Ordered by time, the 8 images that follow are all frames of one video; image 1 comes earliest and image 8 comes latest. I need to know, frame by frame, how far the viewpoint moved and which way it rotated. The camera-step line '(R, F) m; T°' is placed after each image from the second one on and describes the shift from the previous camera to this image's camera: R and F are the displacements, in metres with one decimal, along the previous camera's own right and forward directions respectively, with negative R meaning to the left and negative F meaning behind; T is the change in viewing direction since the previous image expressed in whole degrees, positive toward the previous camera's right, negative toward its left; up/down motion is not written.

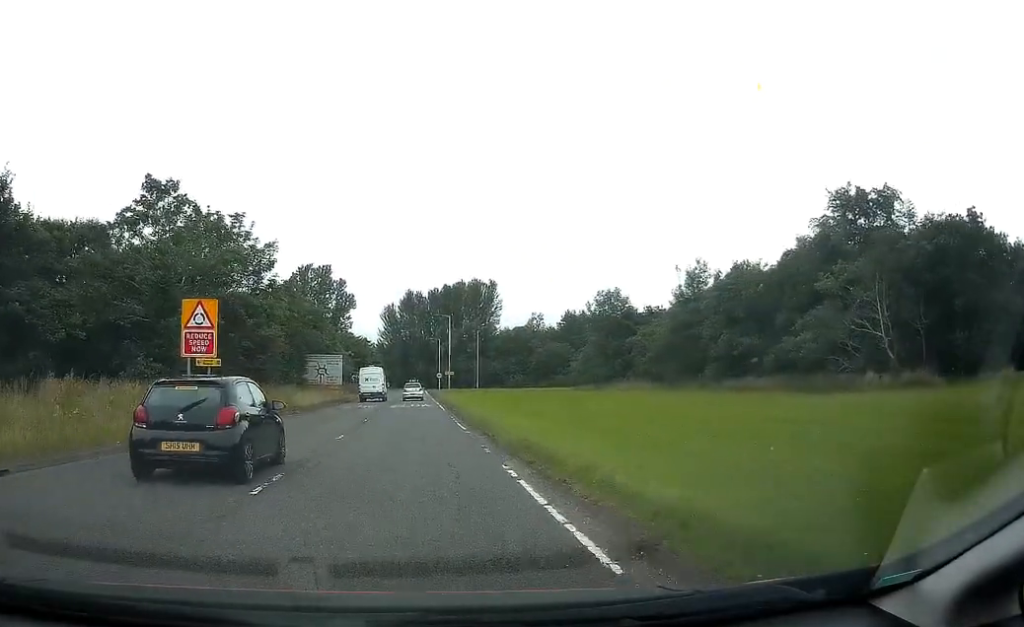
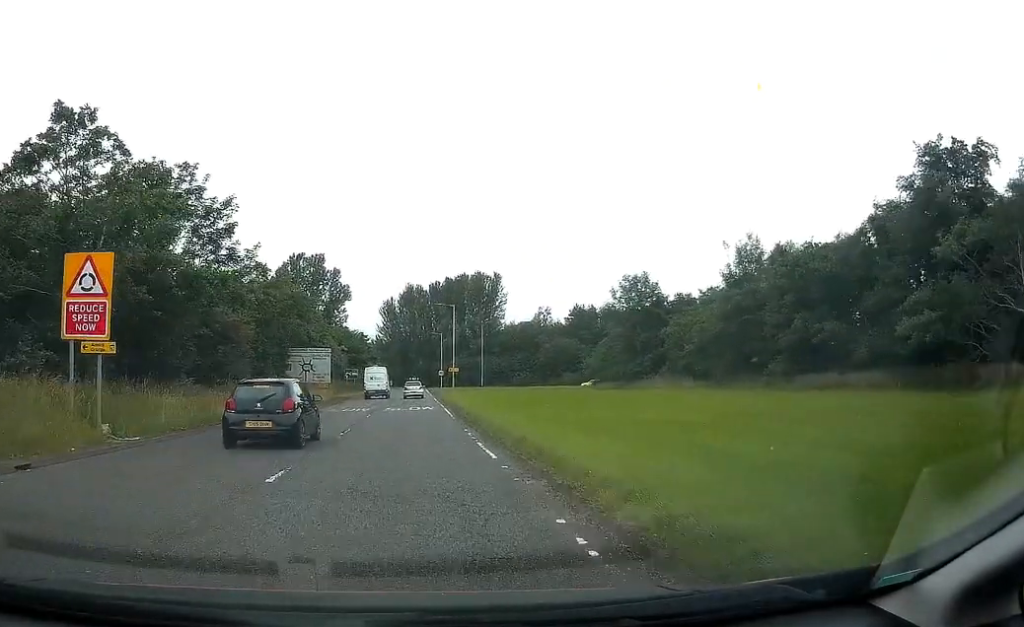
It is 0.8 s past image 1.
(0.0, +8.3) m; -1°
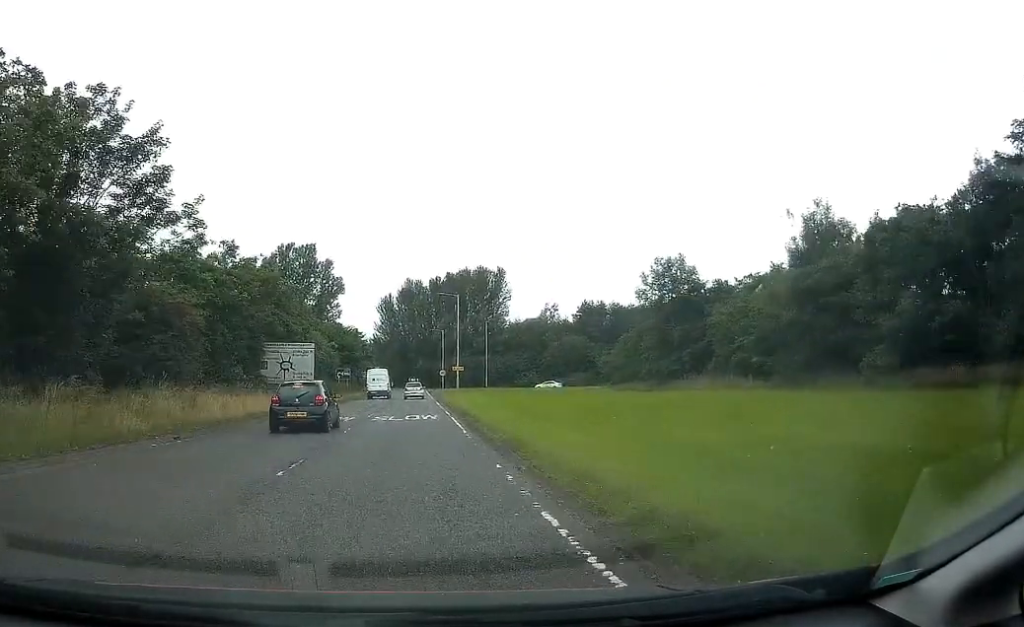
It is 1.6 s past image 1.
(-0.2, +8.1) m; +1°
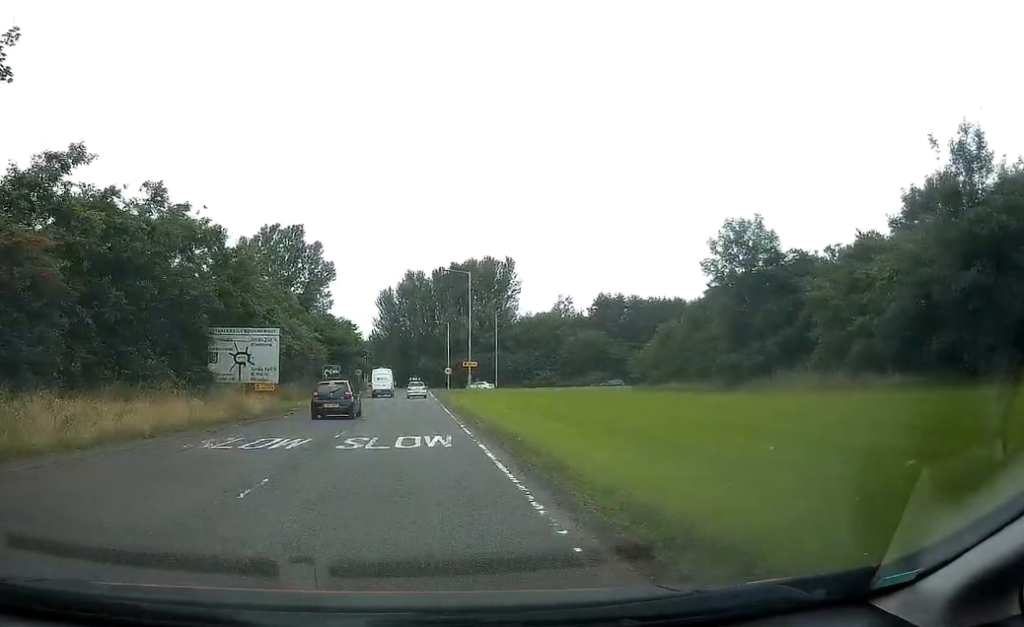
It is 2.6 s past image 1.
(+0.3, +11.4) m; +2°
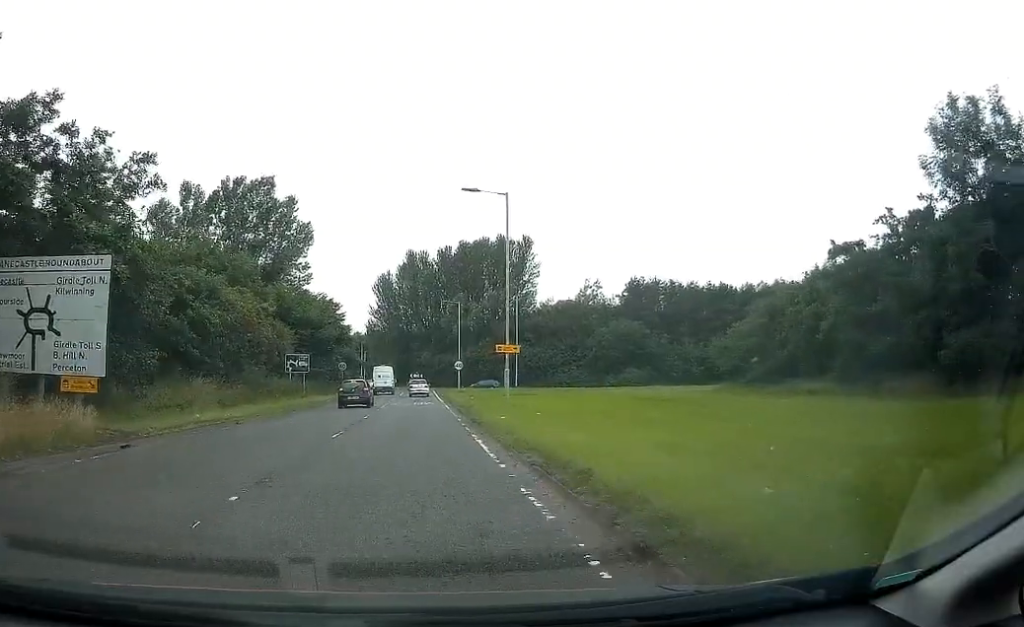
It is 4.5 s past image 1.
(-0.1, +18.7) m; -1°
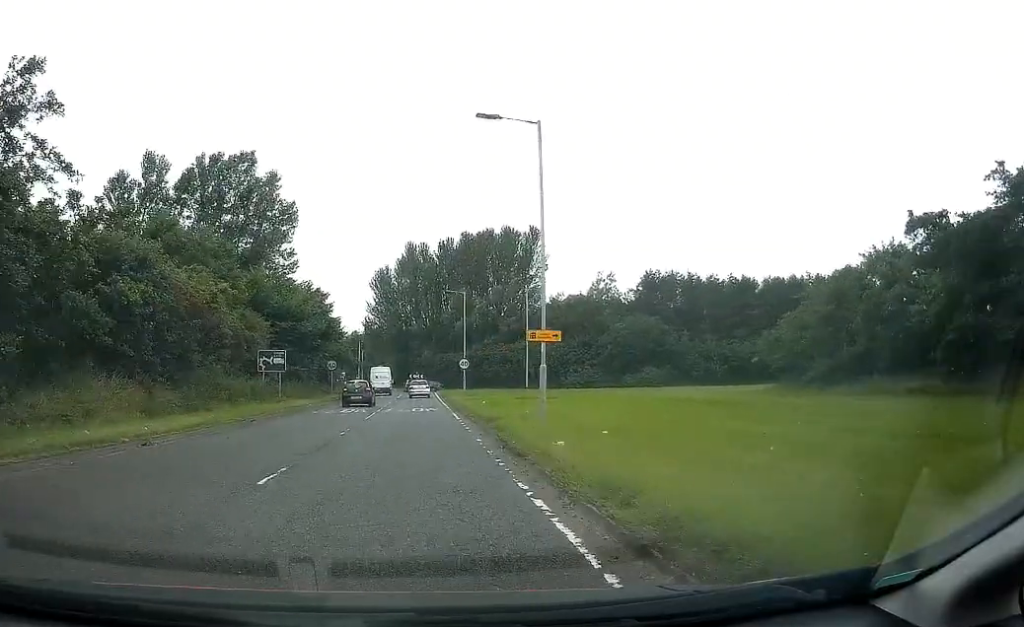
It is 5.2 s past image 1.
(0.0, +7.5) m; 0°
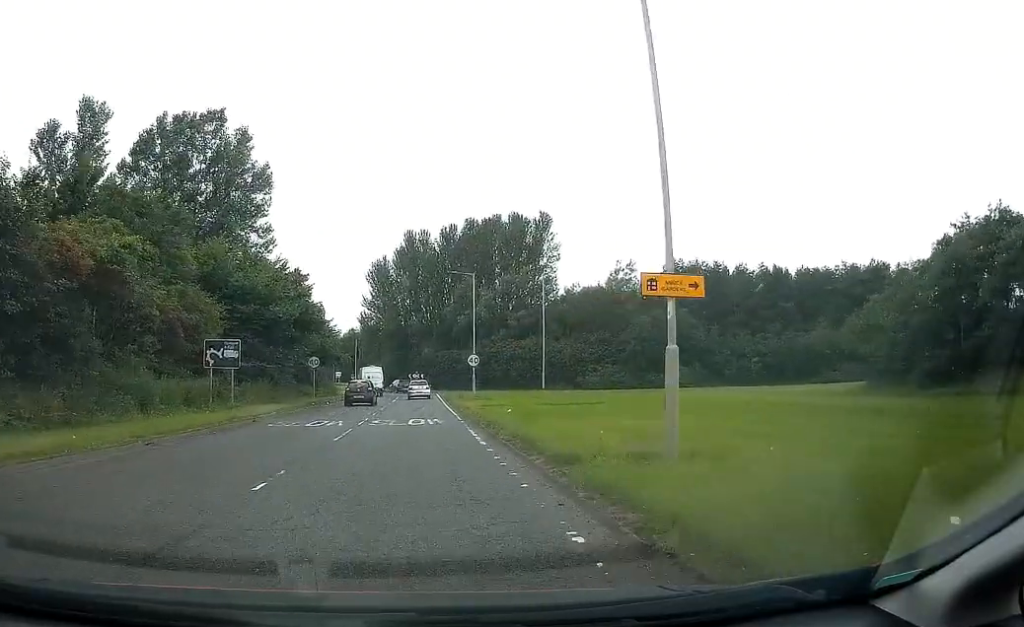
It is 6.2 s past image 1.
(0.0, +9.8) m; 0°
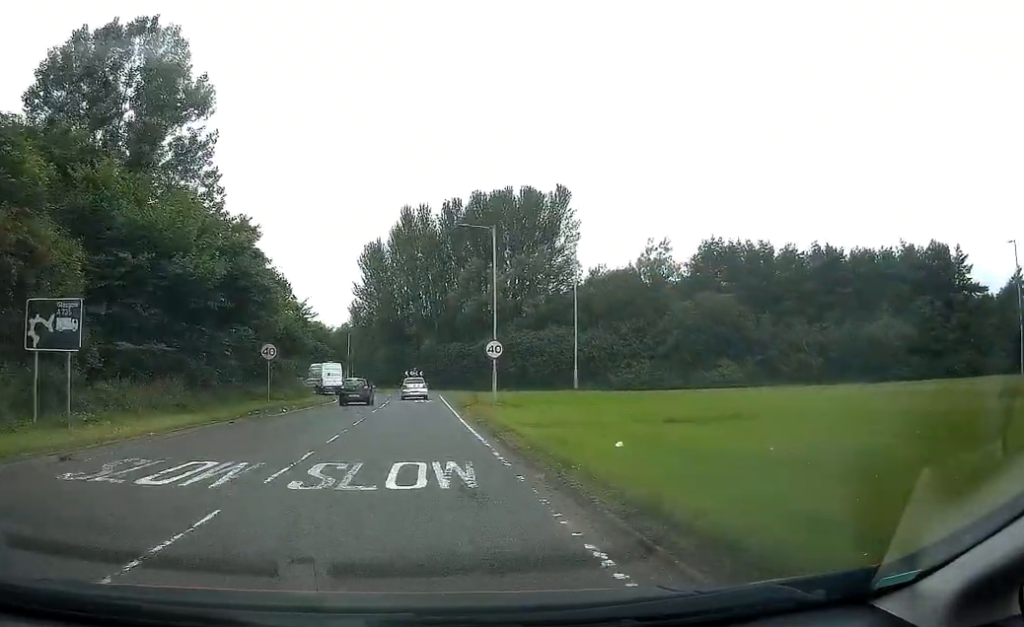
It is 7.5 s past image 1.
(+0.1, +12.9) m; +1°
